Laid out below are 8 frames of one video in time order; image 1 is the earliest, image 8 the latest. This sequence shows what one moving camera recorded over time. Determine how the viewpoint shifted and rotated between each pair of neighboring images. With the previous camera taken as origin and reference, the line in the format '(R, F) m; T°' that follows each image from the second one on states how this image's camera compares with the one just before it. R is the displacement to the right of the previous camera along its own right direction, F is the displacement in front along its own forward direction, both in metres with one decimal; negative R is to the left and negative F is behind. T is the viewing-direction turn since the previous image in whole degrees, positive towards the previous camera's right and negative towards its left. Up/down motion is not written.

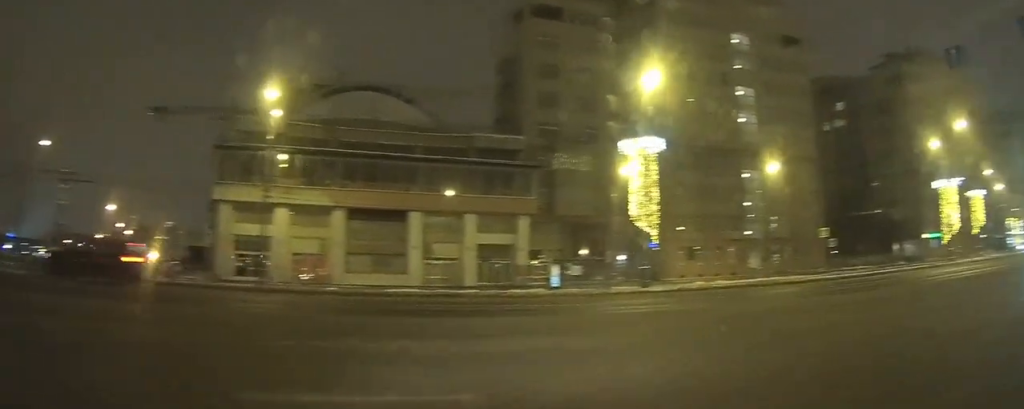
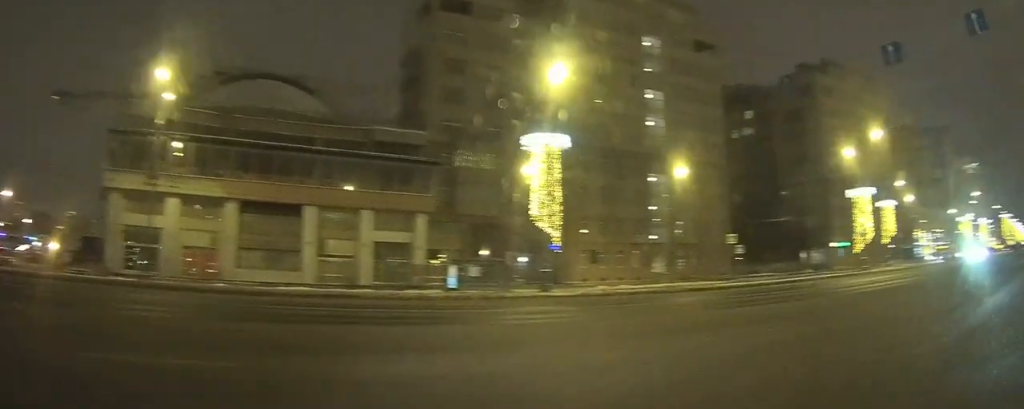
(+0.1, +1.7) m; +7°
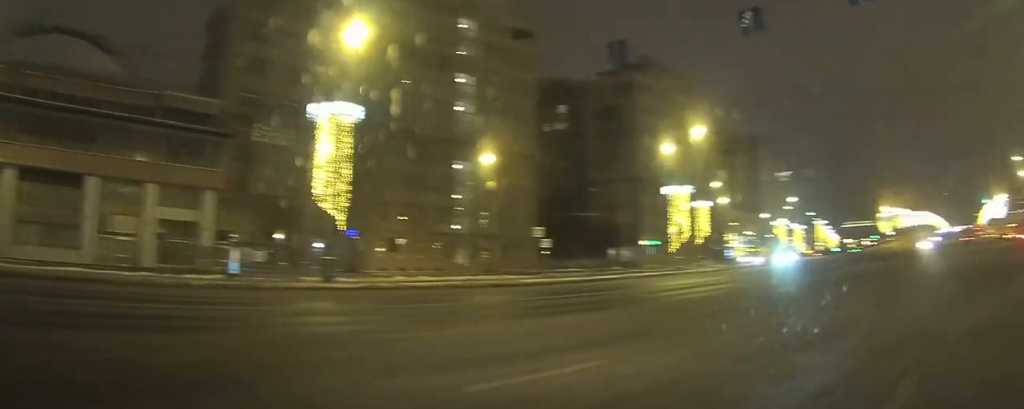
(+0.2, +2.9) m; +15°
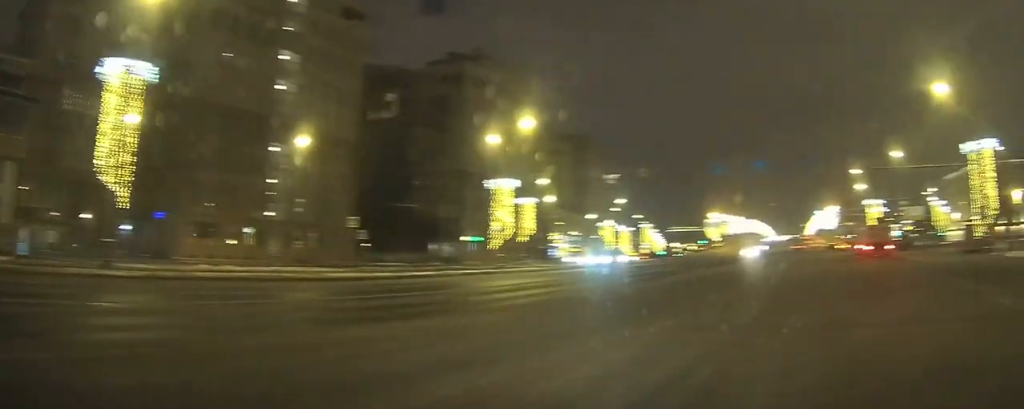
(+0.5, +2.9) m; +10°
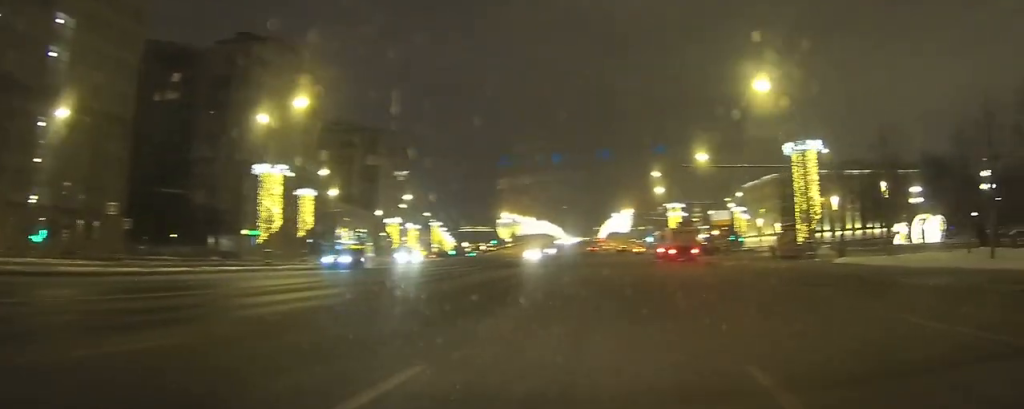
(+0.5, +4.4) m; +11°
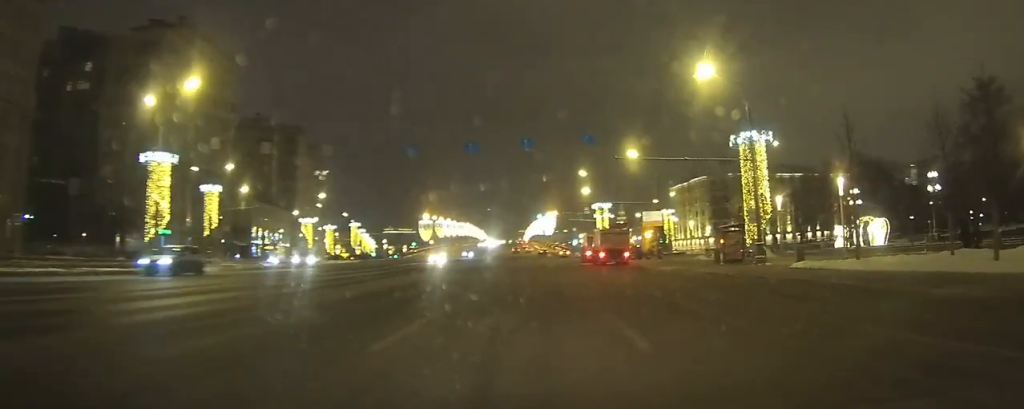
(+0.2, +4.3) m; +7°
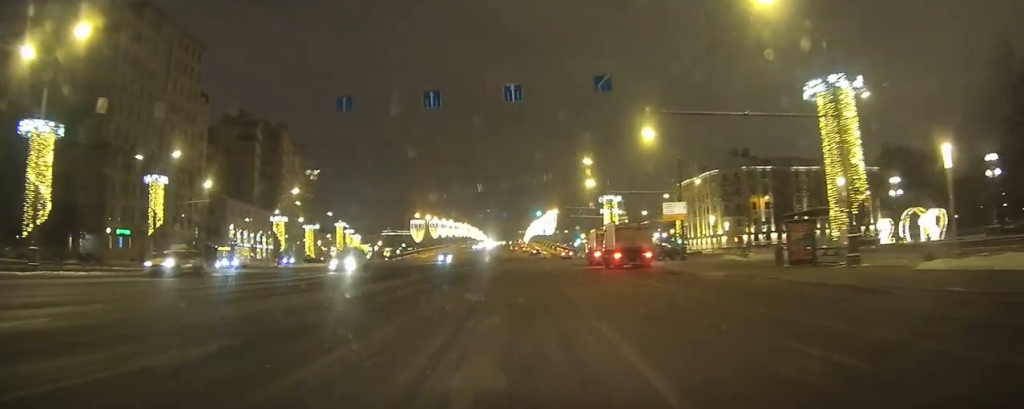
(+0.9, +10.8) m; +5°
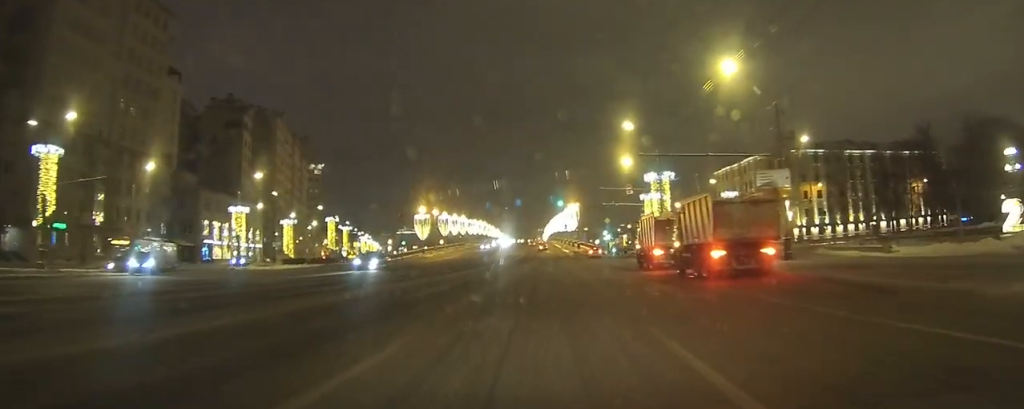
(-0.4, +18.4) m; -3°
